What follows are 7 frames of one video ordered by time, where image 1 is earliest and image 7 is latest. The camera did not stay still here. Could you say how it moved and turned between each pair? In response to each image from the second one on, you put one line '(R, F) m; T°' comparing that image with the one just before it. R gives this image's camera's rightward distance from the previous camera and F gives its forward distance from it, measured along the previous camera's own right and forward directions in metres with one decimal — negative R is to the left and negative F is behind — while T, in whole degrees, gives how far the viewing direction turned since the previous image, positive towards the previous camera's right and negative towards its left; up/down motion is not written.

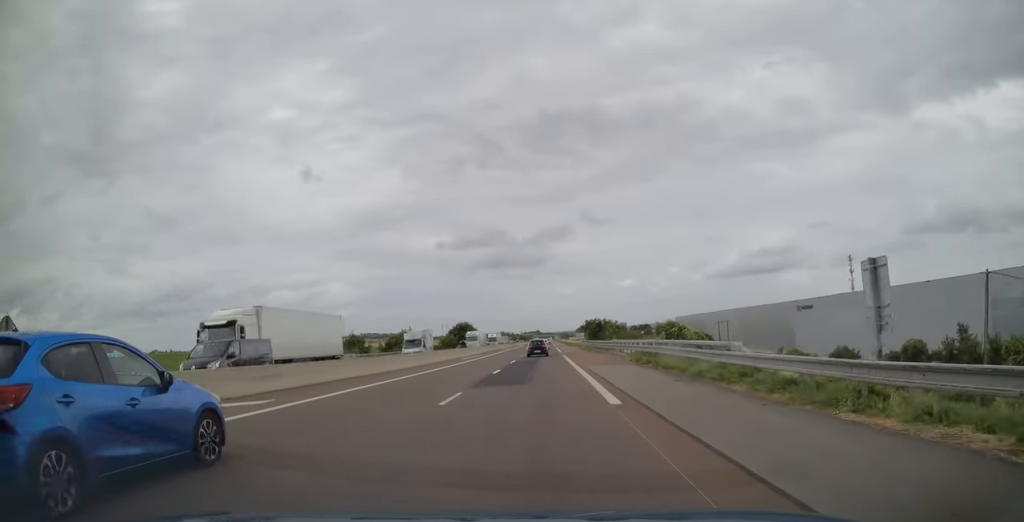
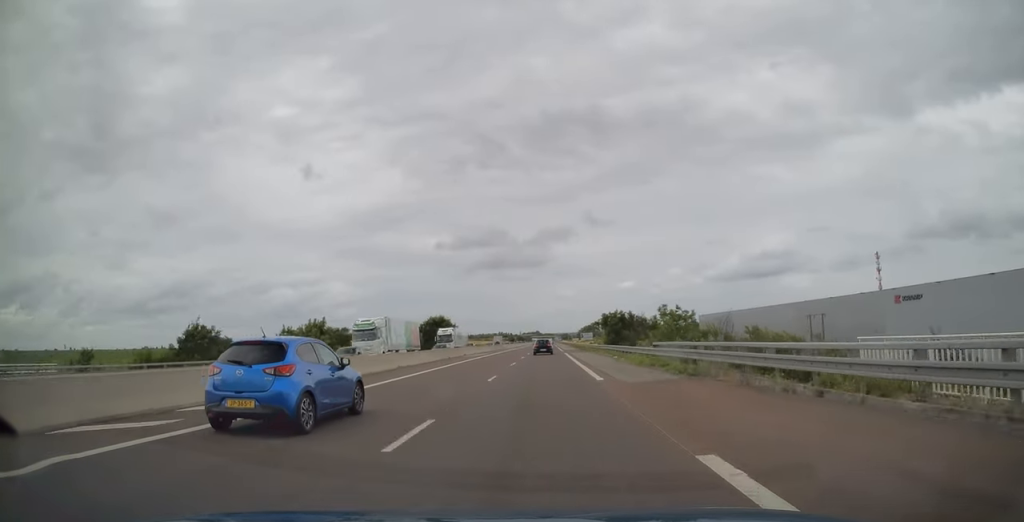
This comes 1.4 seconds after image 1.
(-0.2, +44.6) m; 0°
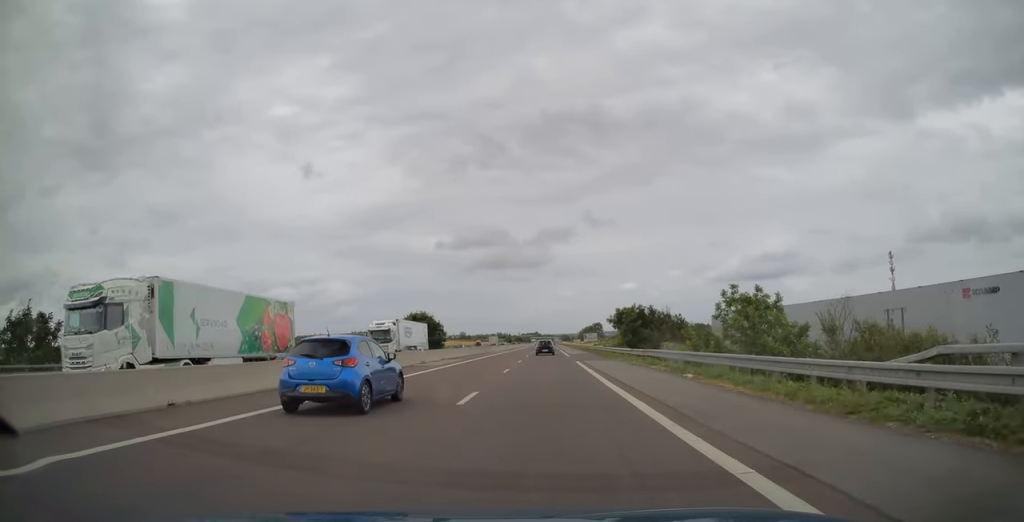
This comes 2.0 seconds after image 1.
(-0.3, +20.5) m; 0°
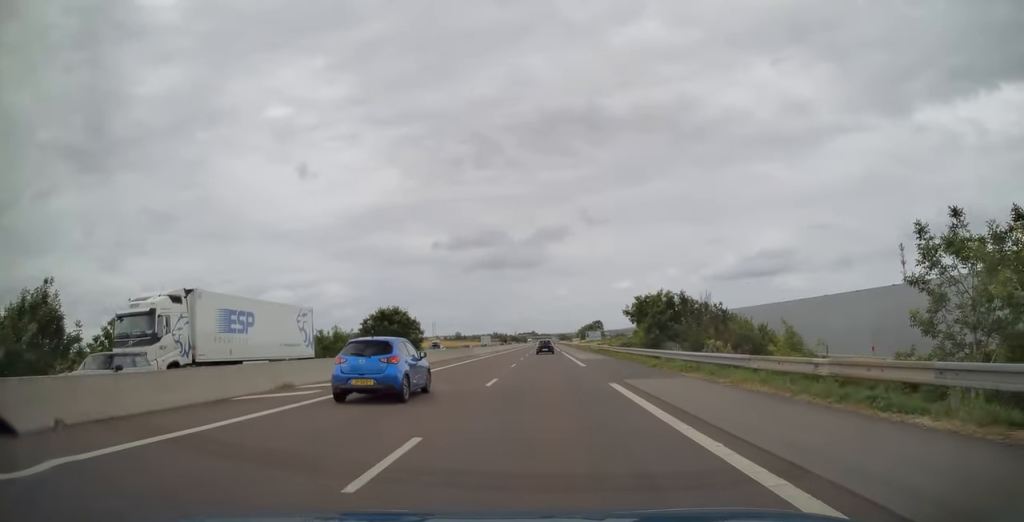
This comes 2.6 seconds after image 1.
(+0.4, +20.4) m; 0°
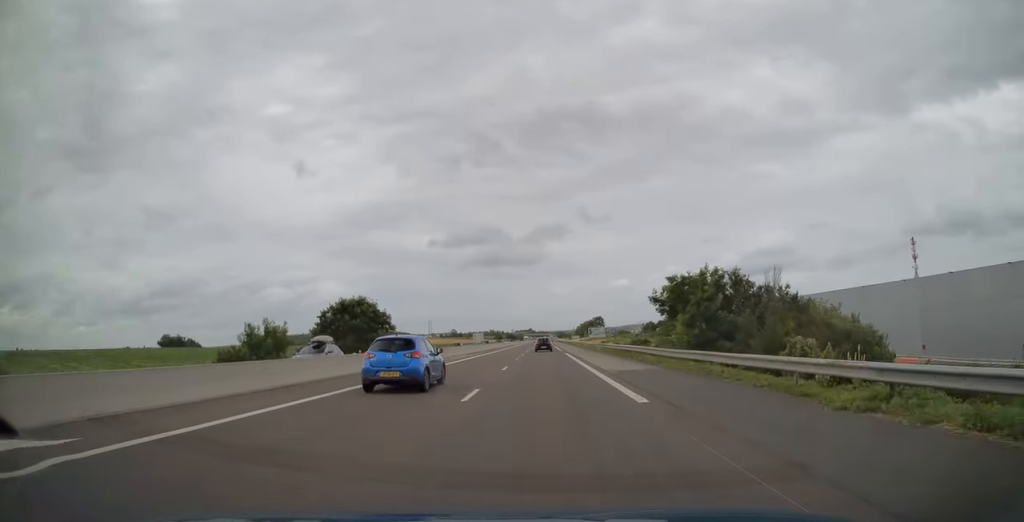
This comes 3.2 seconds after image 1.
(+0.1, +18.3) m; 0°
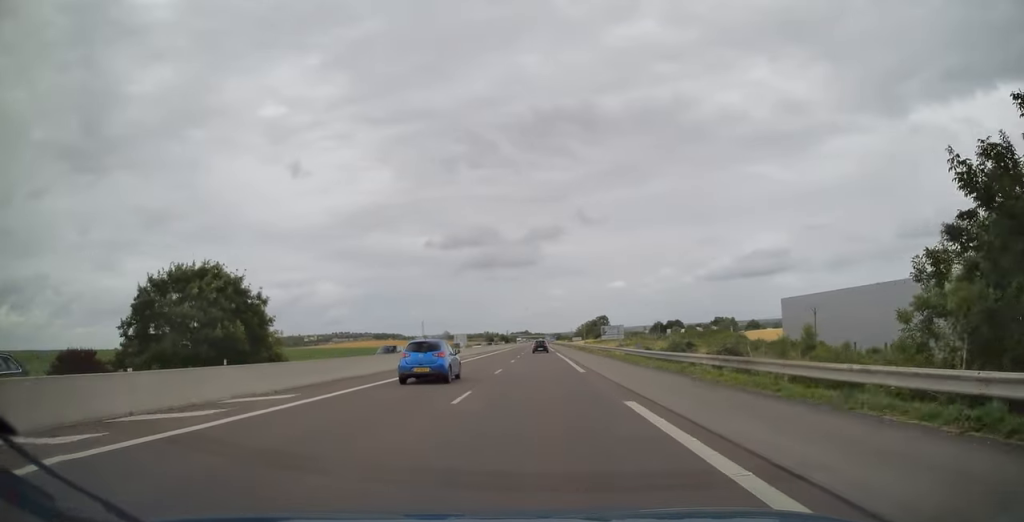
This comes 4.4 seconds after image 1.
(-0.3, +38.8) m; 0°
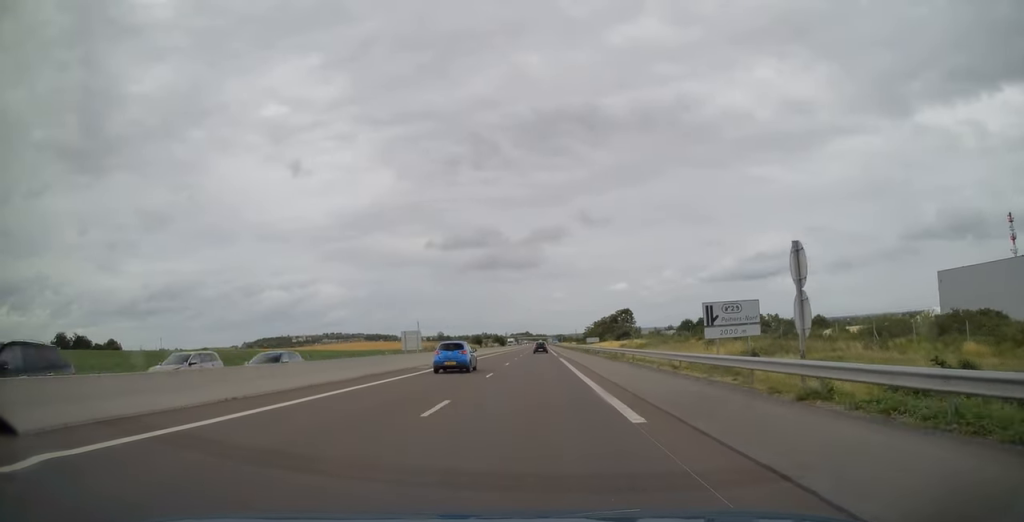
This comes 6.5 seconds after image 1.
(+0.5, +67.3) m; +1°
